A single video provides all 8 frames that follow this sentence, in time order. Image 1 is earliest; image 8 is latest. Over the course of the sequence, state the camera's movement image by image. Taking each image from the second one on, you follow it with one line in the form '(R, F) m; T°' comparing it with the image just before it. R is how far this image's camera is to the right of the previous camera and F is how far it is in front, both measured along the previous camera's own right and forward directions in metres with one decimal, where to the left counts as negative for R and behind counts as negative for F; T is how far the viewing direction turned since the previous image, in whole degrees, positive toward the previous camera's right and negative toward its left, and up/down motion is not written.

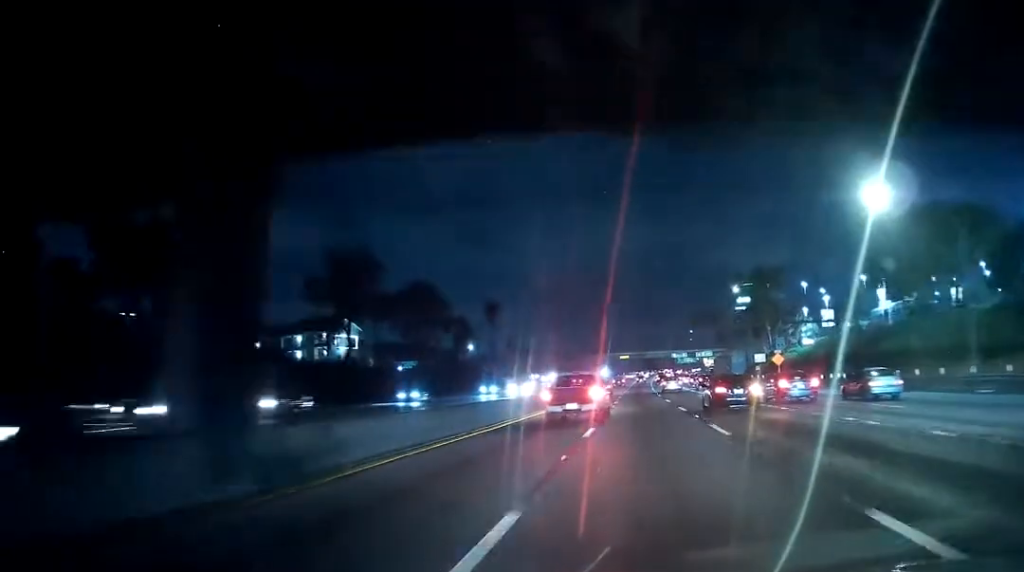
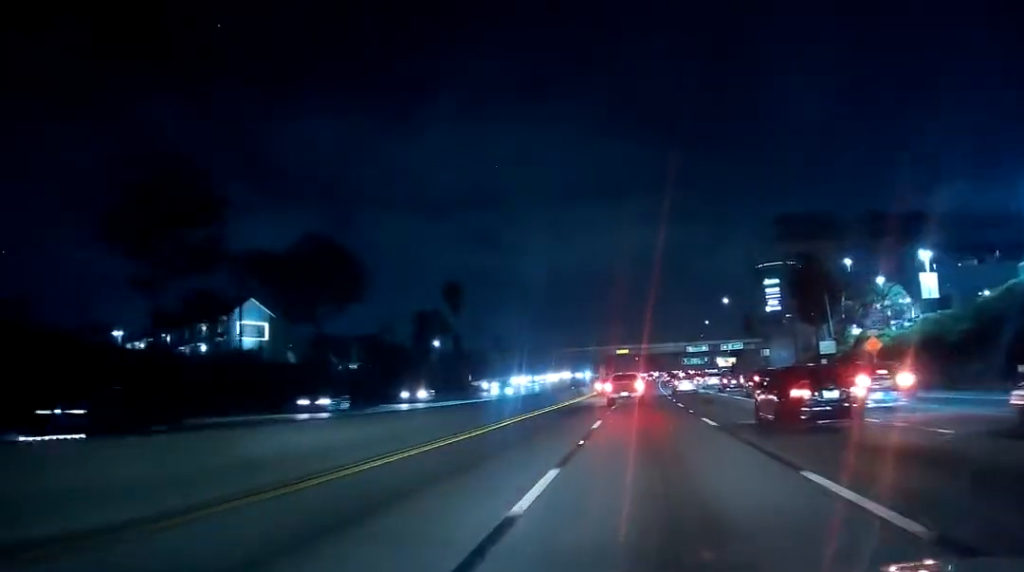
(-0.9, +41.6) m; +1°
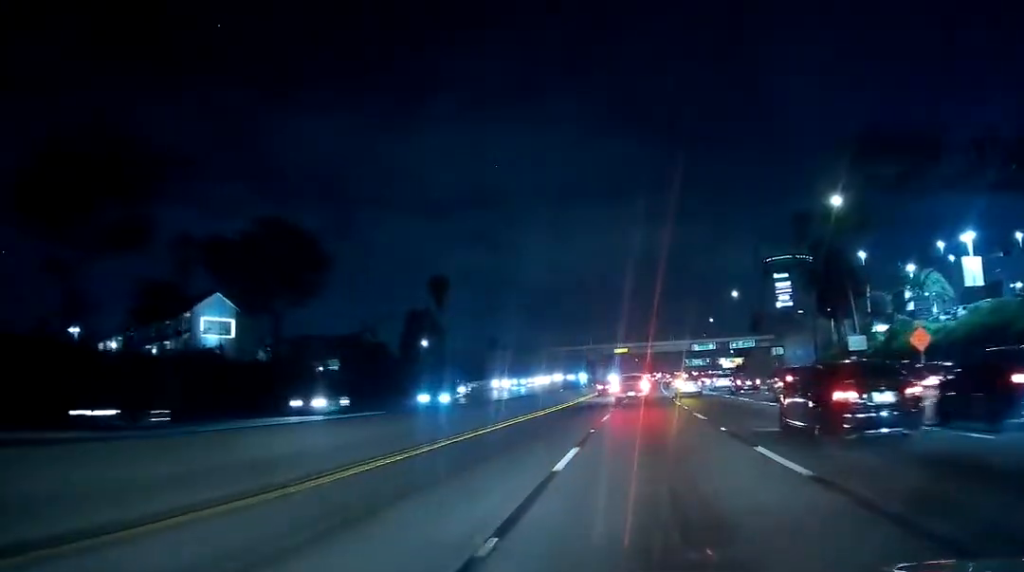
(+0.2, +11.1) m; +1°
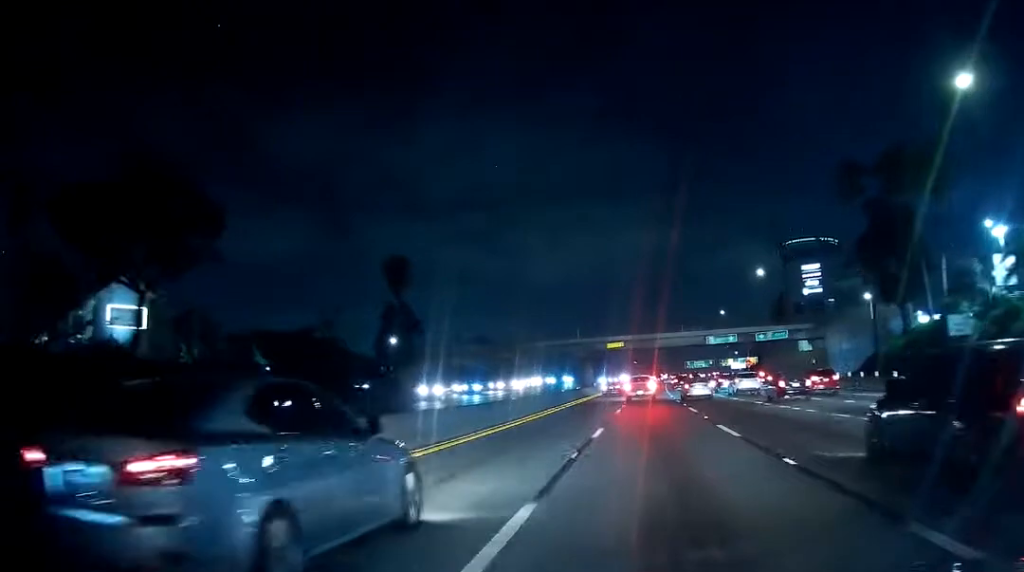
(+0.4, +22.2) m; 0°
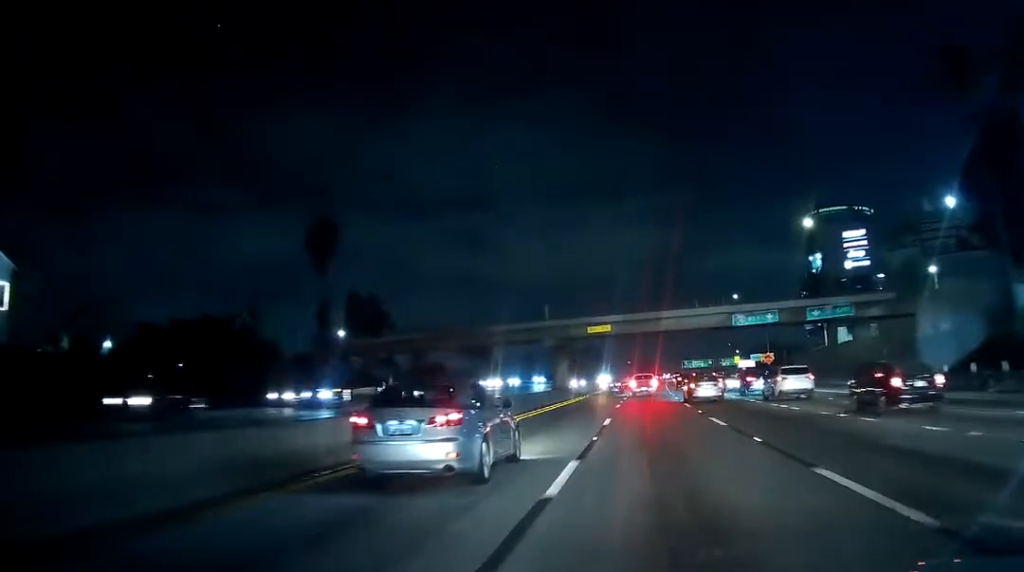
(-0.2, +24.7) m; 0°
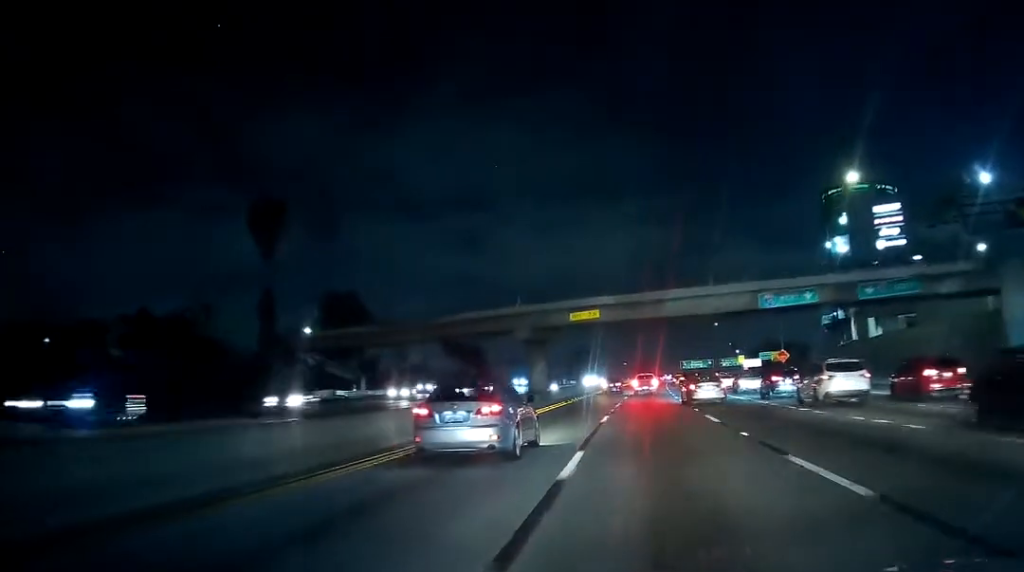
(+0.3, +12.2) m; 0°
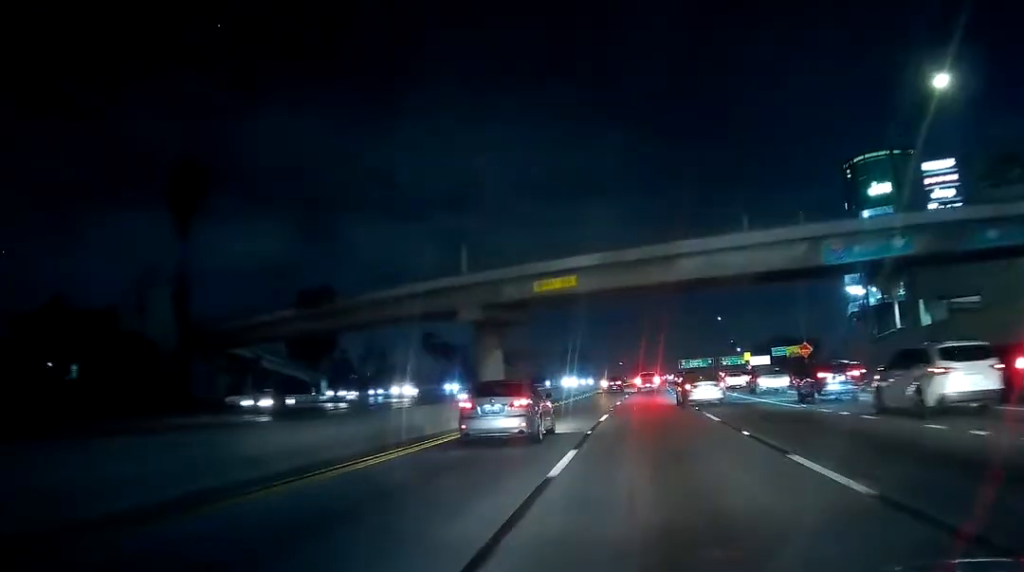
(-0.6, +14.4) m; 0°
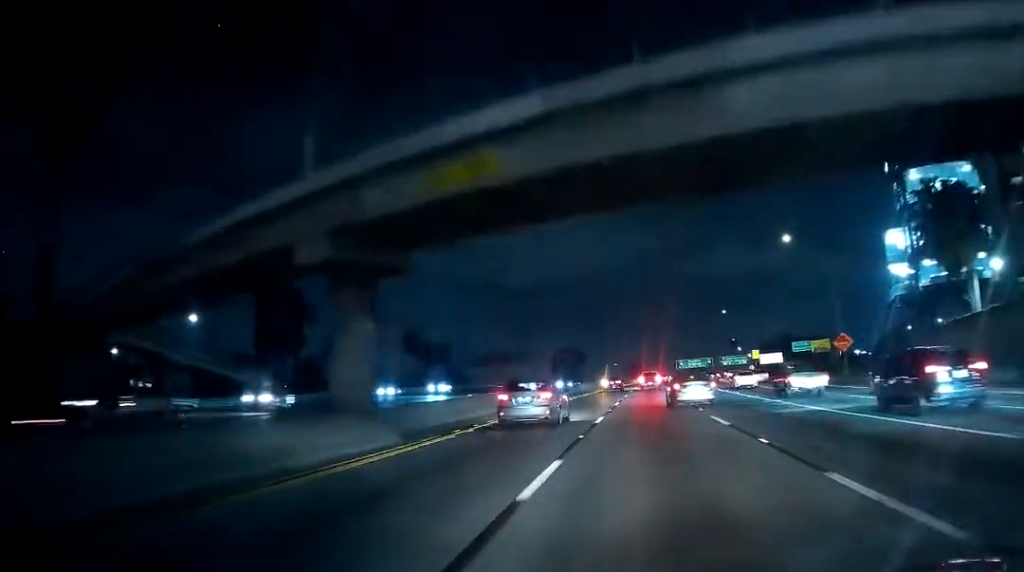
(+0.3, +15.9) m; +1°
